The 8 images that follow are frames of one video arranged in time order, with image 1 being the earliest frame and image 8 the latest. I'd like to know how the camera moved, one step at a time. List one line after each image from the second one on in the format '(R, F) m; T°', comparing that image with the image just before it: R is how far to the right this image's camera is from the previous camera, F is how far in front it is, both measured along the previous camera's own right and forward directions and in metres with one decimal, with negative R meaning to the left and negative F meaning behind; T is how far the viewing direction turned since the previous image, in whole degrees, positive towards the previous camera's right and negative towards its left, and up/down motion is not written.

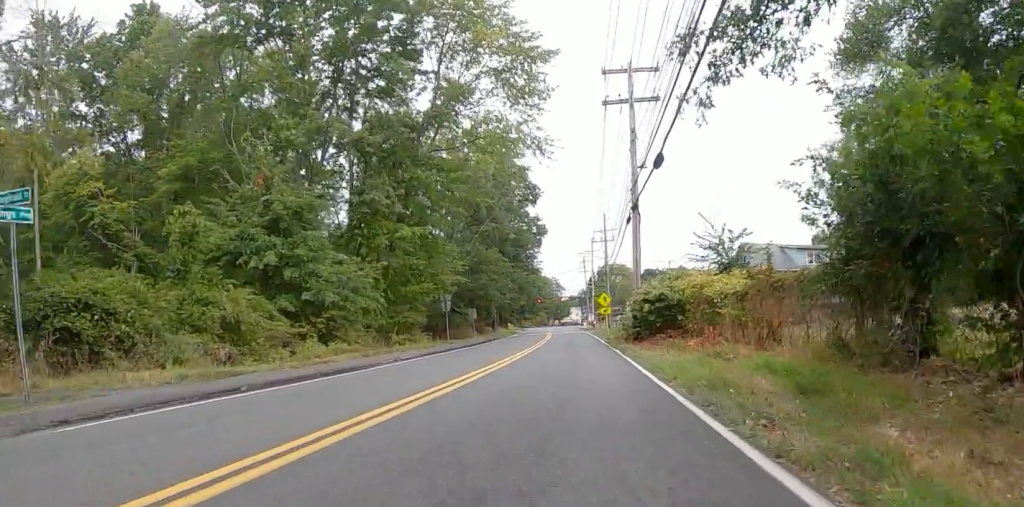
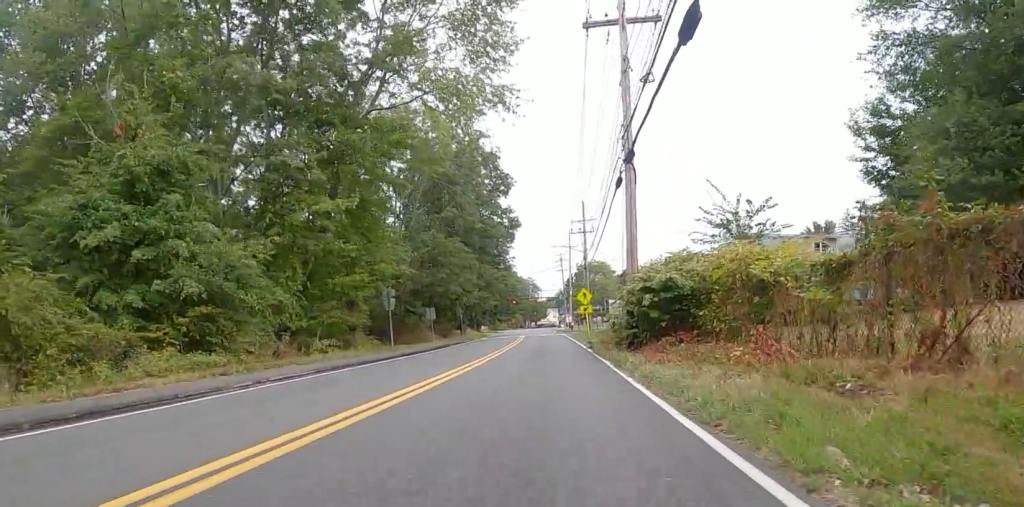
(+0.2, +6.6) m; 0°
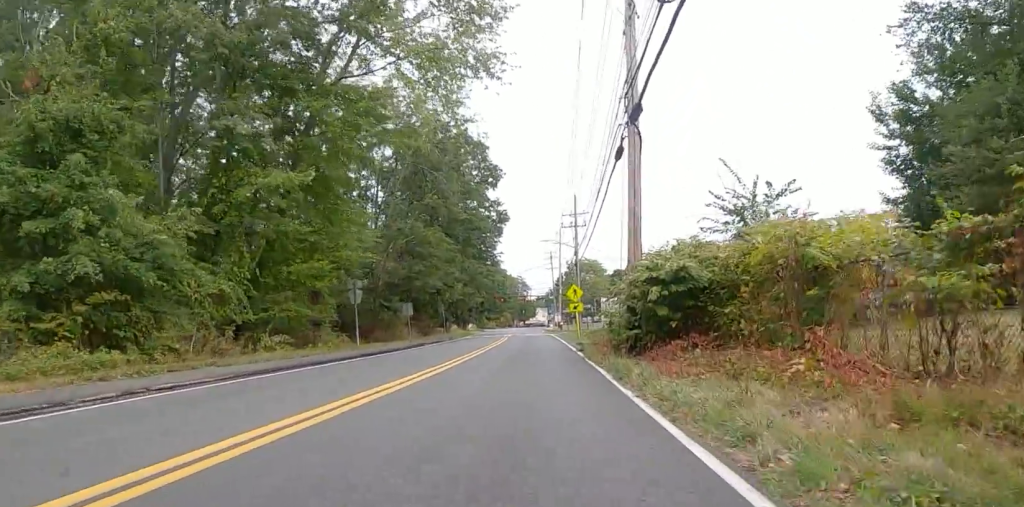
(+0.1, +3.1) m; -2°
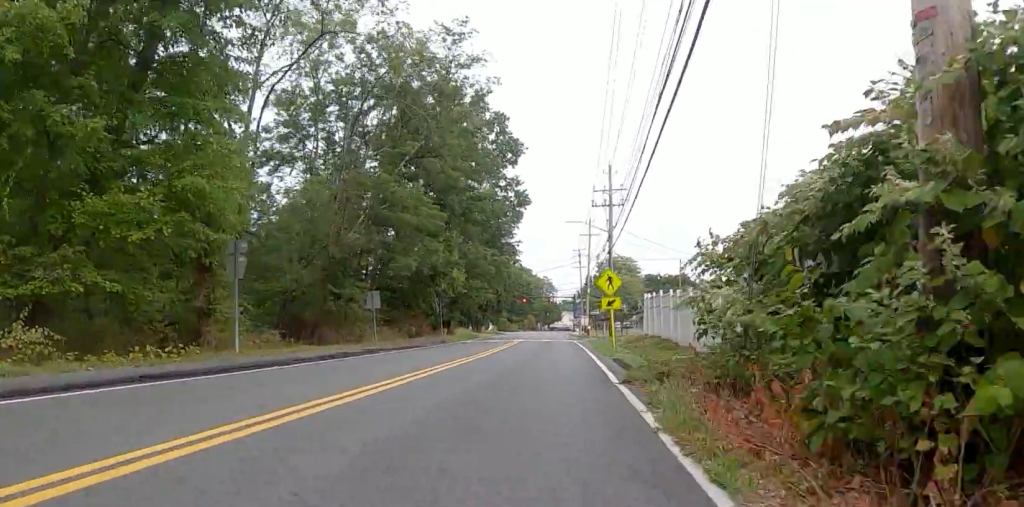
(-0.8, +10.8) m; -5°
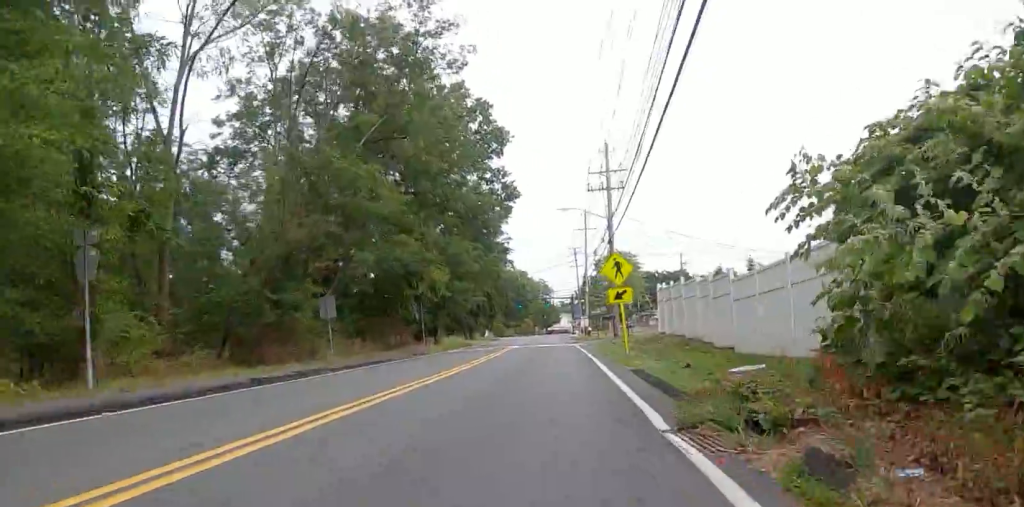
(0.0, +5.1) m; 0°
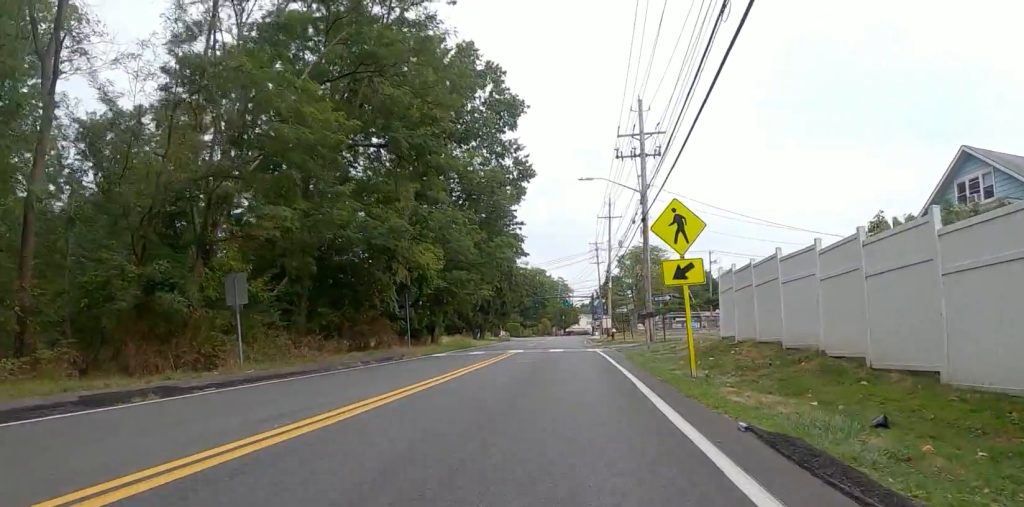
(0.0, +7.9) m; 0°
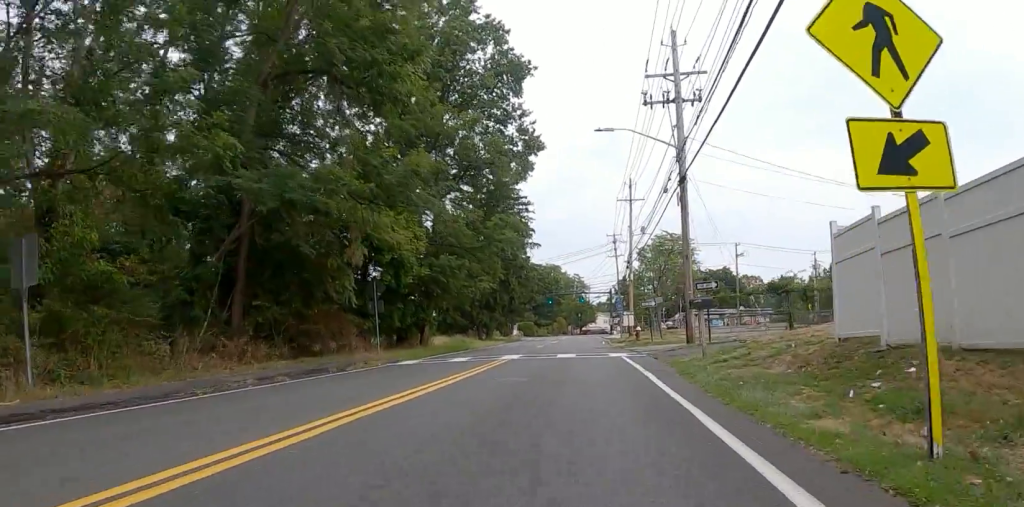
(0.0, +7.1) m; 0°
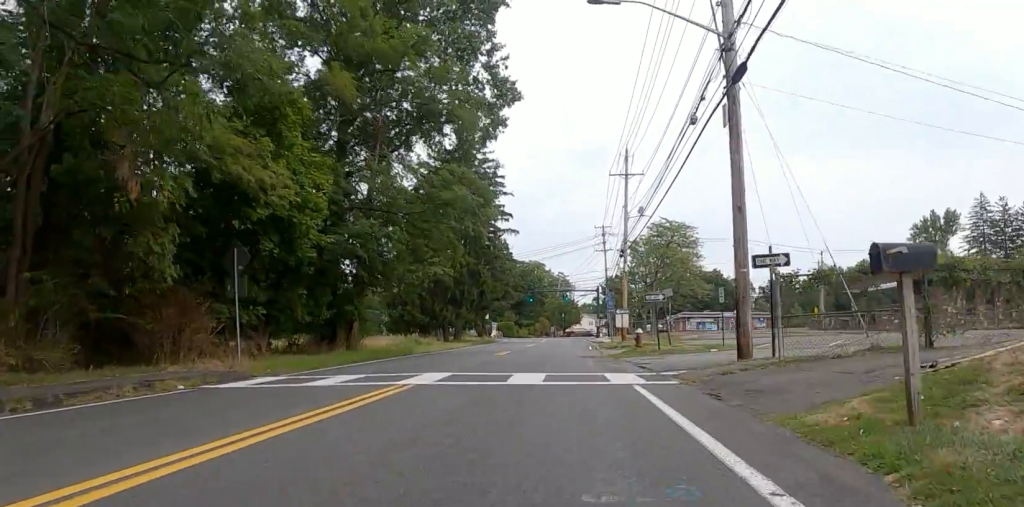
(0.0, +8.9) m; 0°
